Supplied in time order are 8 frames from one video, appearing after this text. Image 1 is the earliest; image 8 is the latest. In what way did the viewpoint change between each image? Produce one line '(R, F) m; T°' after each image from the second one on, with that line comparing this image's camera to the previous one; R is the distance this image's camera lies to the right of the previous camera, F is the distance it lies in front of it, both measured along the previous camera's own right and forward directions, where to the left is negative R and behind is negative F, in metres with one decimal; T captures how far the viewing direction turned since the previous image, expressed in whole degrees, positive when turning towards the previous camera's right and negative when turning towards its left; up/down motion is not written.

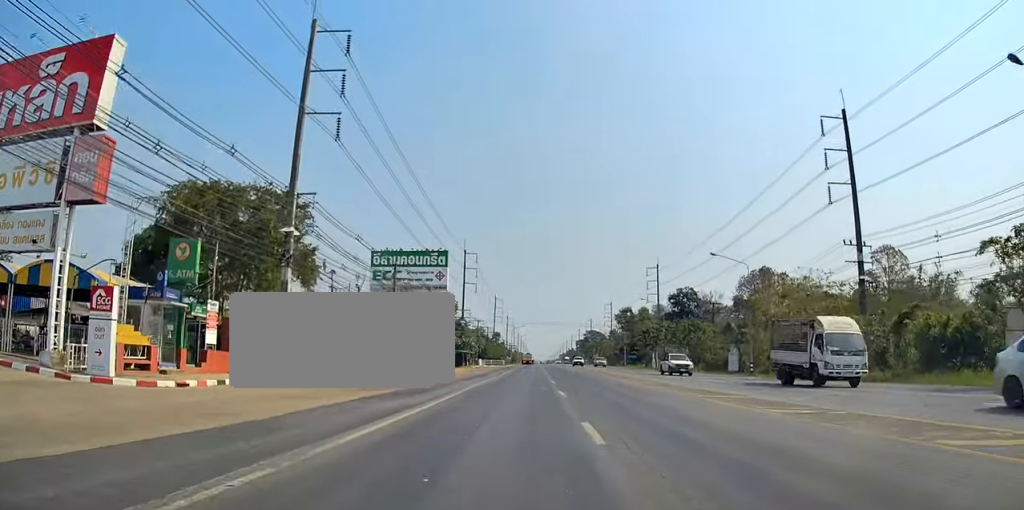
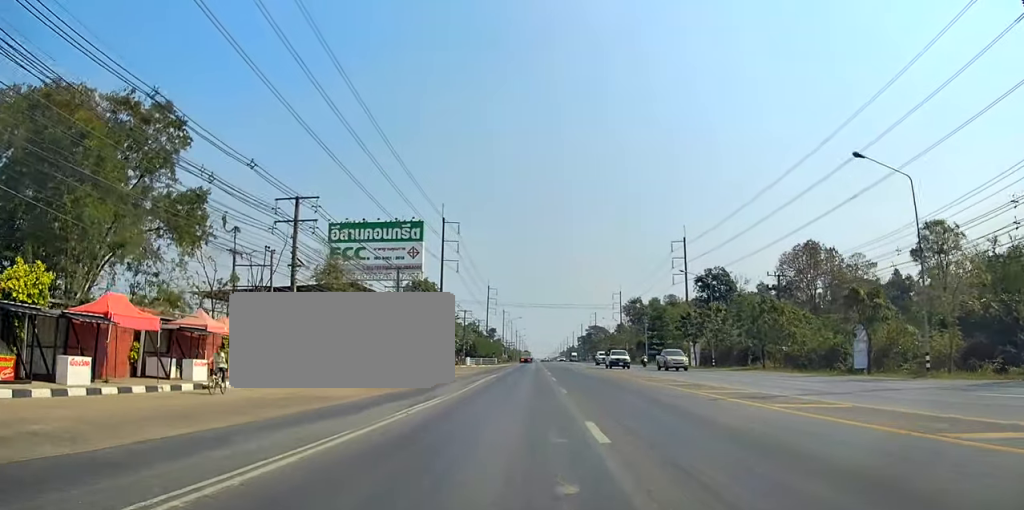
(0.0, +25.4) m; 0°
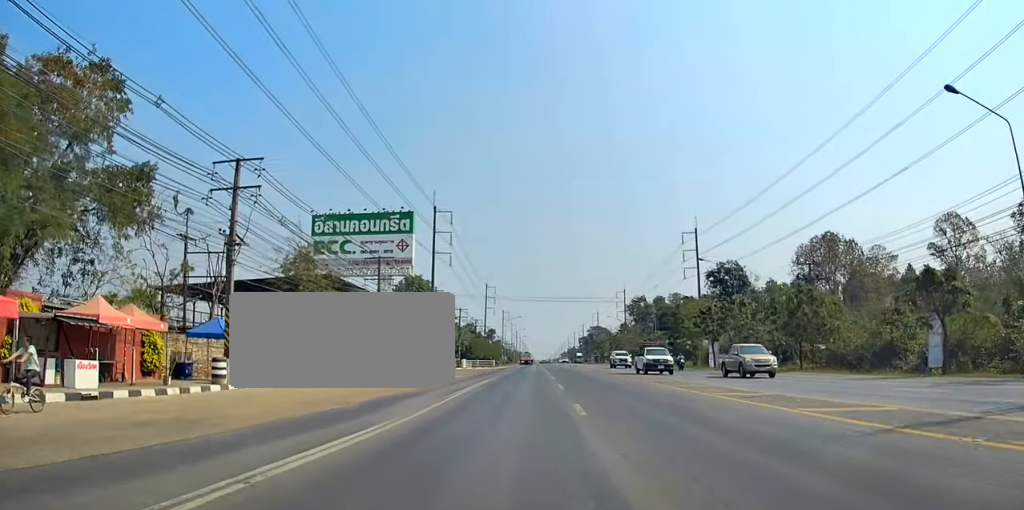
(-0.1, +7.5) m; 0°
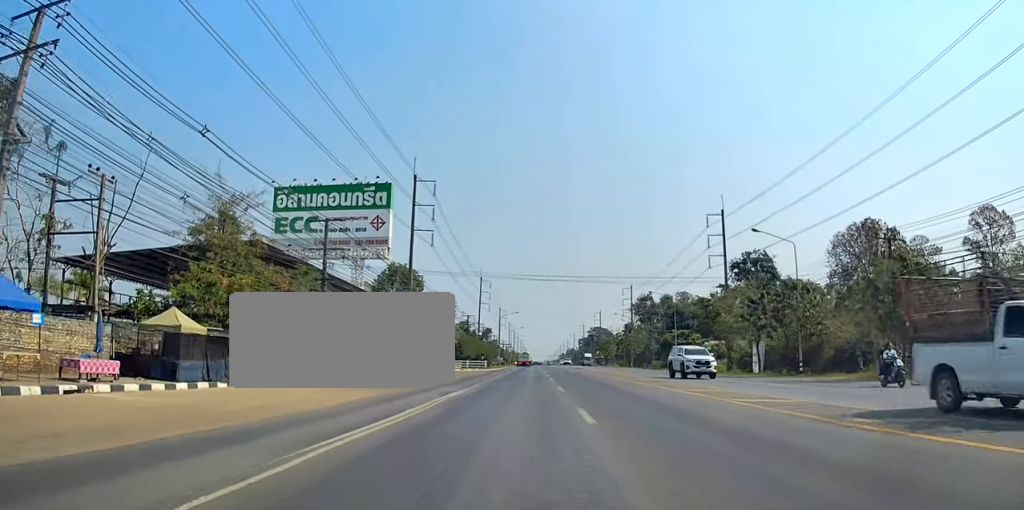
(0.0, +15.0) m; 0°
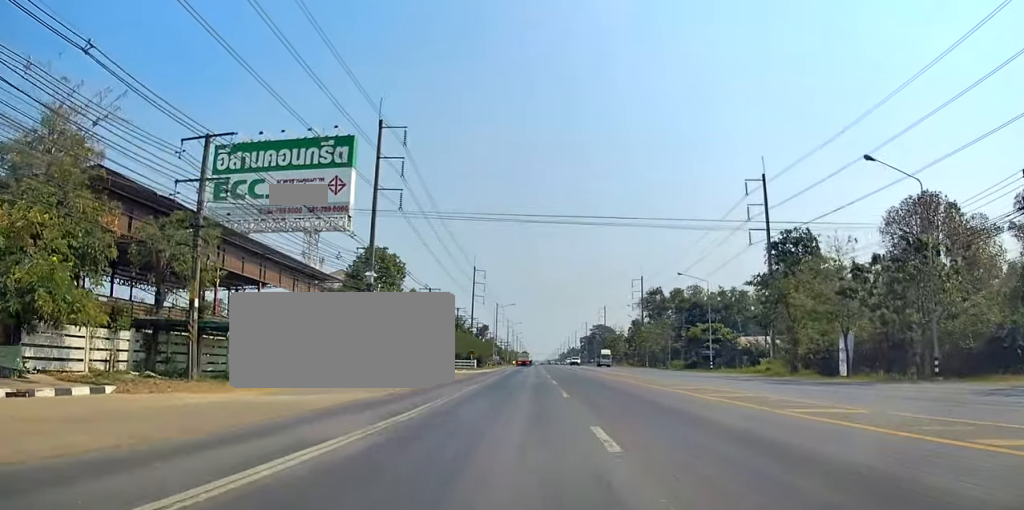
(-0.1, +16.4) m; 0°
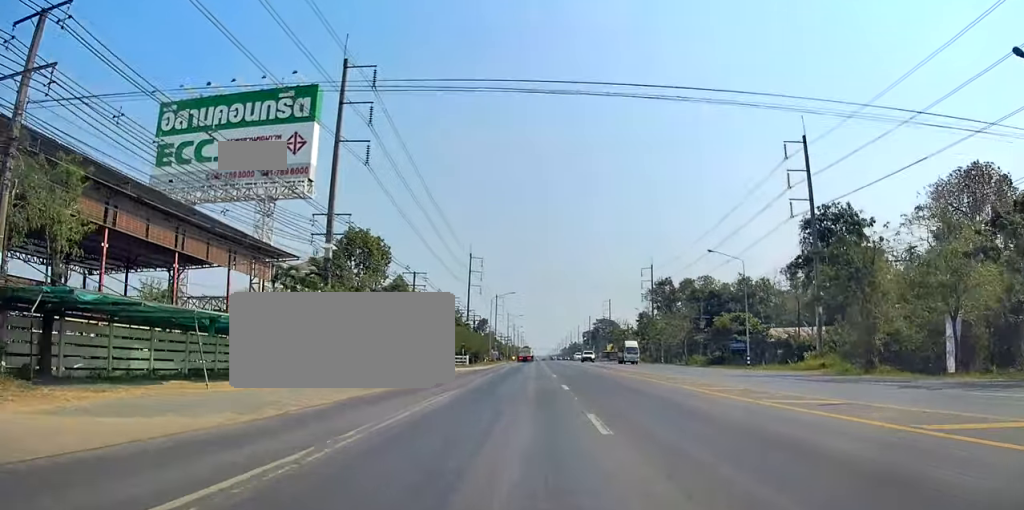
(+0.2, +11.5) m; +2°
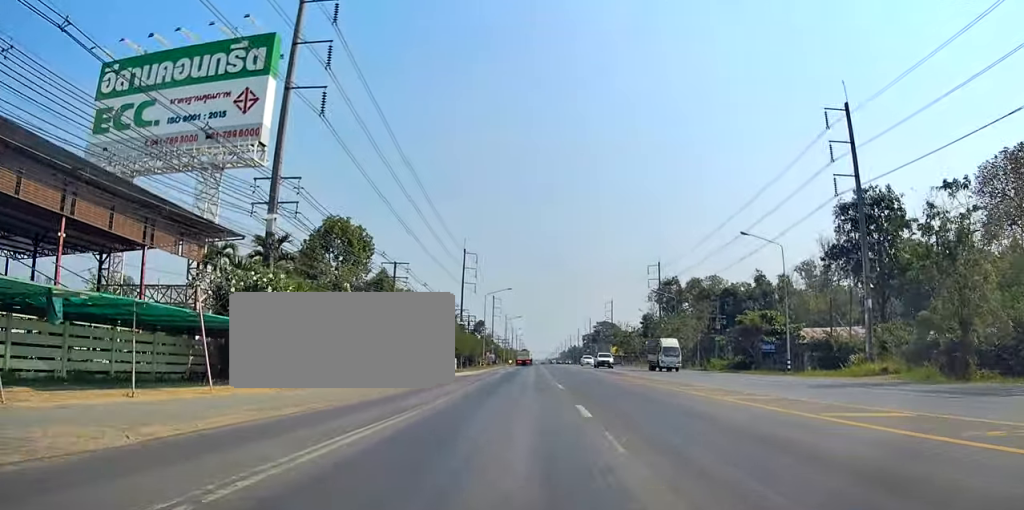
(+0.3, +9.8) m; -1°
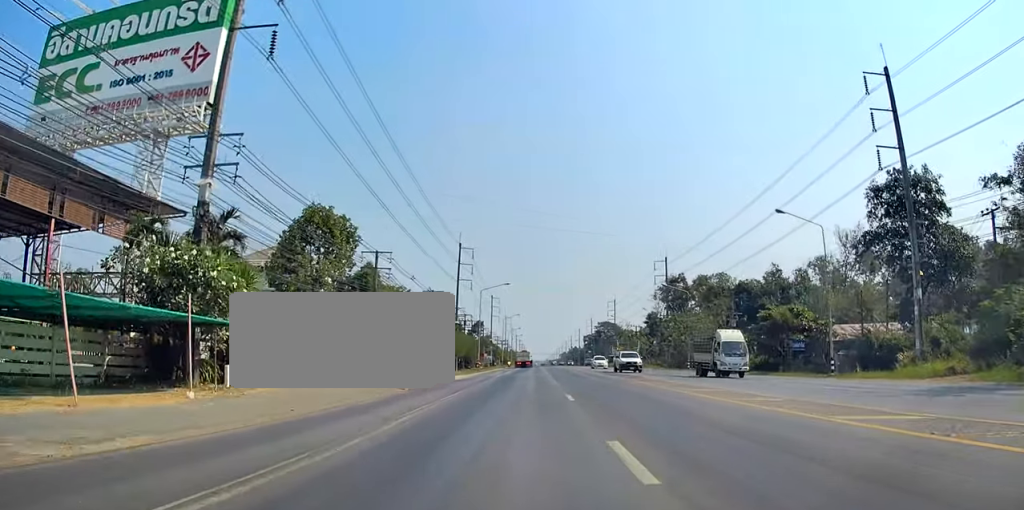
(+0.1, +7.4) m; -1°
